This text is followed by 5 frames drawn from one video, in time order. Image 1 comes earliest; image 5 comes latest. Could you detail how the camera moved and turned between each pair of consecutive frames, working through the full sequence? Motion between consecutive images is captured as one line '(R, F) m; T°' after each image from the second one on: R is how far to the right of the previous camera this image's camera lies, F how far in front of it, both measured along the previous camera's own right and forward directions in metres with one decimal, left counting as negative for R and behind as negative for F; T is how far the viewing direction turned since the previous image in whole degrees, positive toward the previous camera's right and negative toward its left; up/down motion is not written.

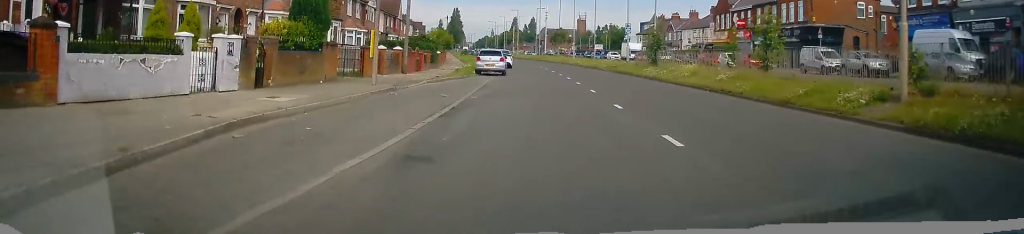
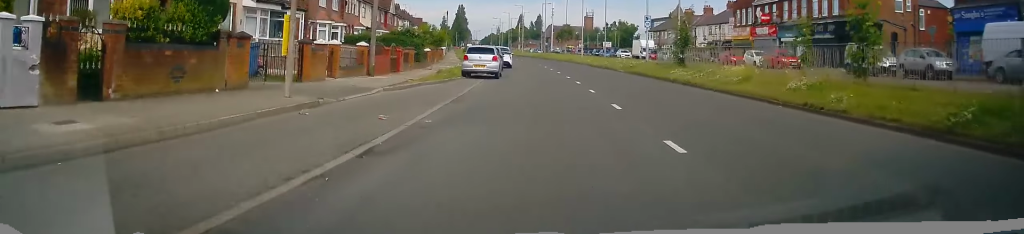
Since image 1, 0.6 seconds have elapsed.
(0.0, +6.4) m; -1°
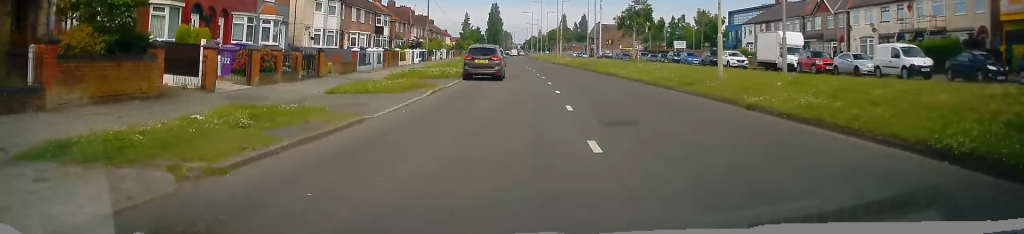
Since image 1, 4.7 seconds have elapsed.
(-2.3, +43.0) m; -6°
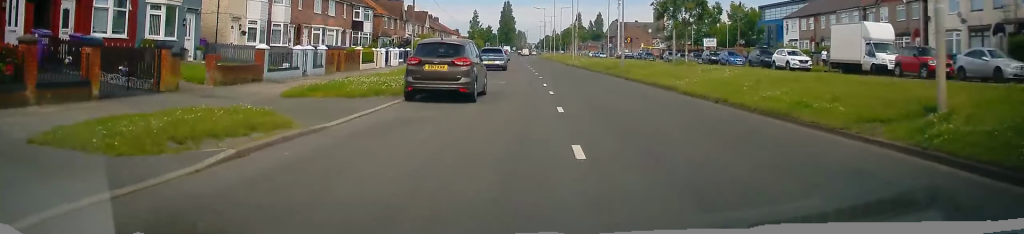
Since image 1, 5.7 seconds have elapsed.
(-0.1, +11.7) m; -1°
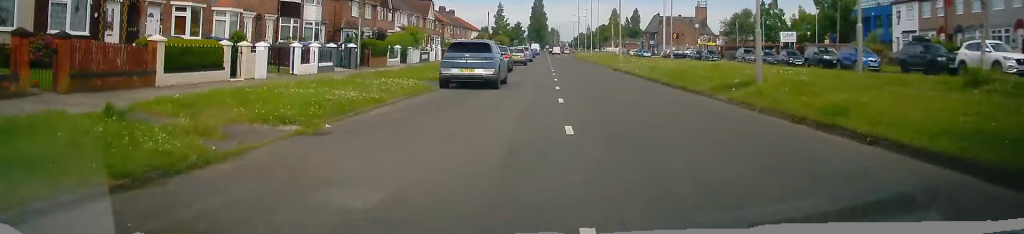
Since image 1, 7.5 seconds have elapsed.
(-0.4, +20.7) m; -2°
